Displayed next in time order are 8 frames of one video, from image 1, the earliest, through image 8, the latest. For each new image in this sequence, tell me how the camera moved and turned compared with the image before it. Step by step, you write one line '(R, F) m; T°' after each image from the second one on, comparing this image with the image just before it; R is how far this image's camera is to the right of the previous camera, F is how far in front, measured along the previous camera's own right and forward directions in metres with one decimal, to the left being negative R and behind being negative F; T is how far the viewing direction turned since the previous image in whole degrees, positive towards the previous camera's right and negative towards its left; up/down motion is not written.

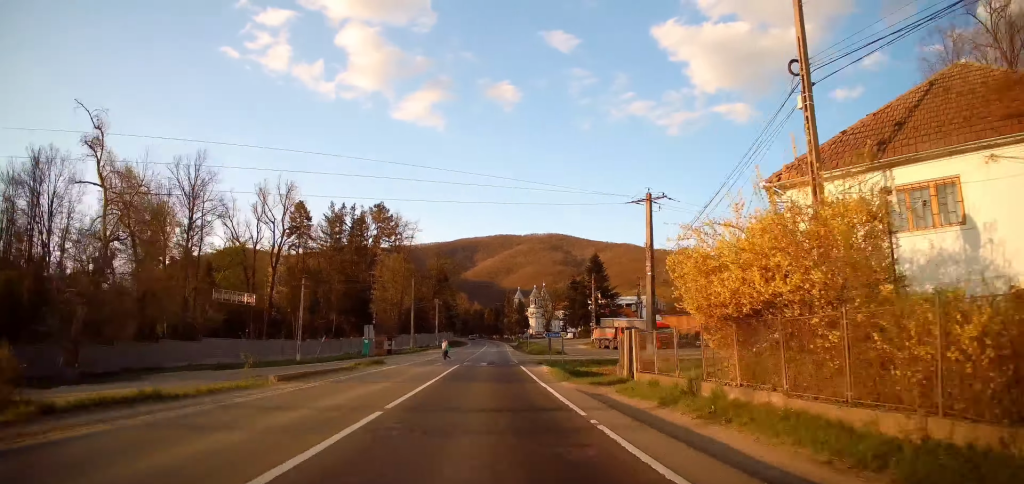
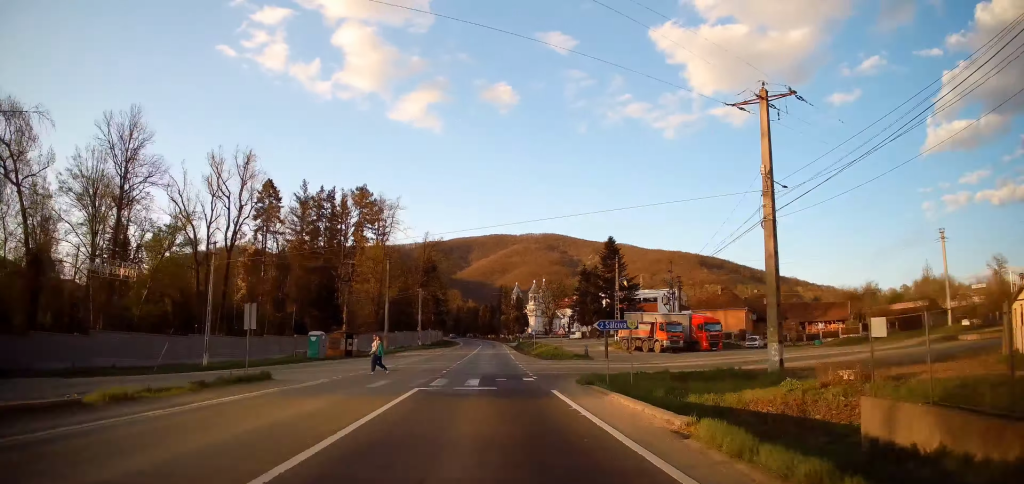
(+0.1, +18.0) m; +1°
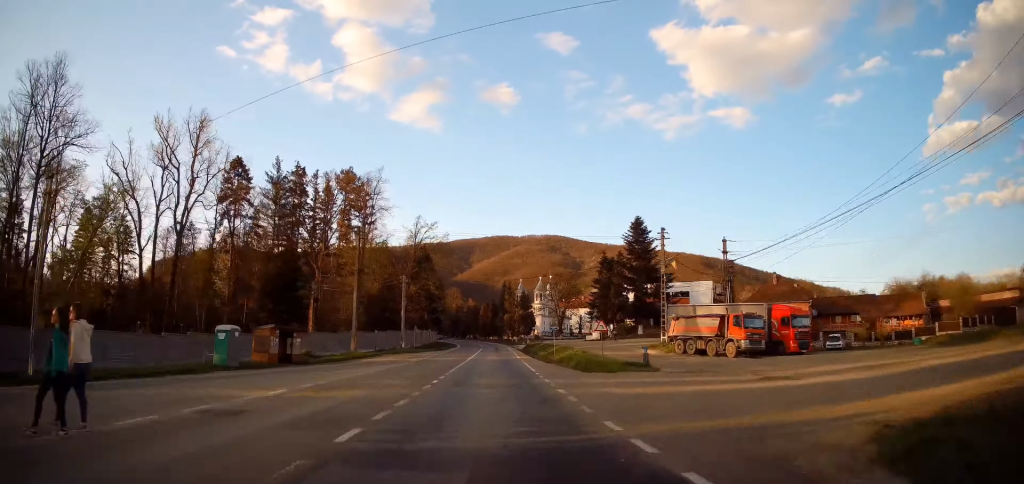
(0.0, +16.2) m; 0°
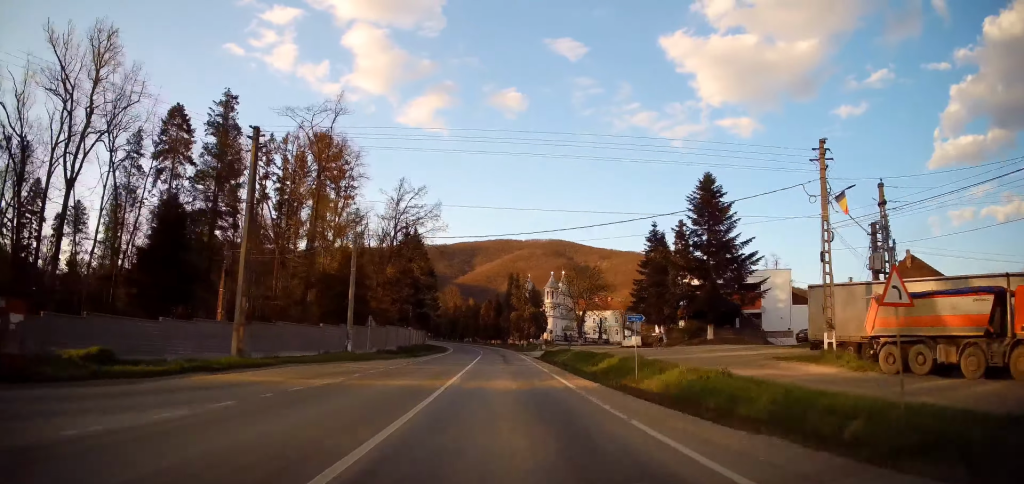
(+0.1, +23.2) m; 0°
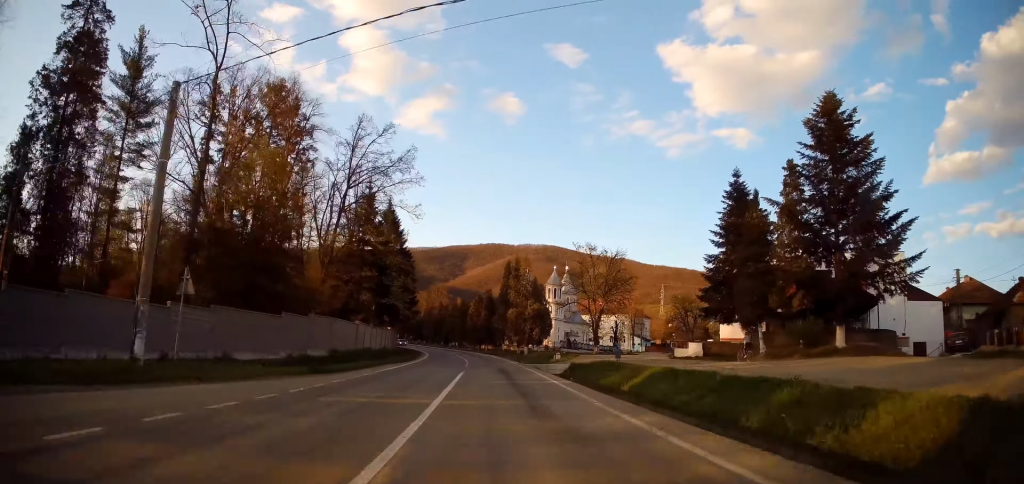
(-0.2, +22.0) m; -1°
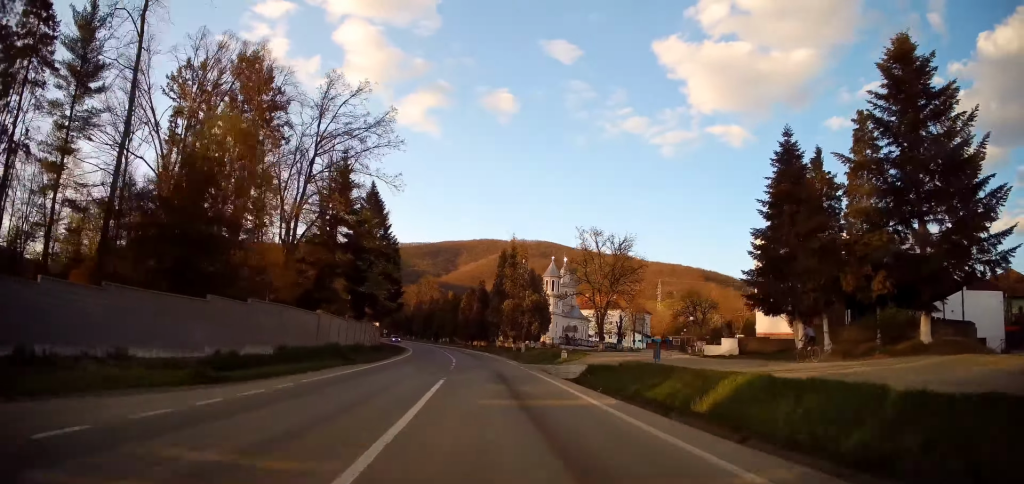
(-0.1, +8.1) m; +1°
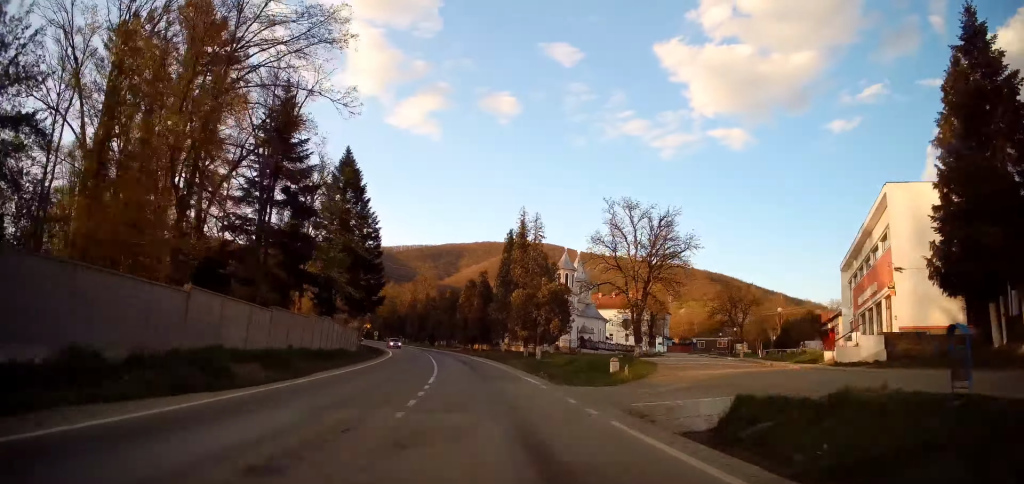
(+0.3, +15.6) m; +1°
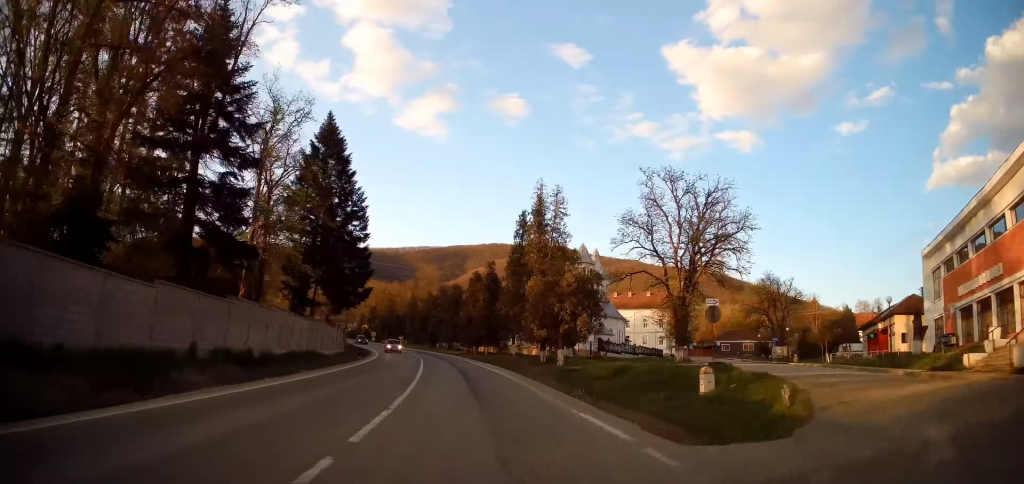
(+0.2, +10.5) m; 0°
